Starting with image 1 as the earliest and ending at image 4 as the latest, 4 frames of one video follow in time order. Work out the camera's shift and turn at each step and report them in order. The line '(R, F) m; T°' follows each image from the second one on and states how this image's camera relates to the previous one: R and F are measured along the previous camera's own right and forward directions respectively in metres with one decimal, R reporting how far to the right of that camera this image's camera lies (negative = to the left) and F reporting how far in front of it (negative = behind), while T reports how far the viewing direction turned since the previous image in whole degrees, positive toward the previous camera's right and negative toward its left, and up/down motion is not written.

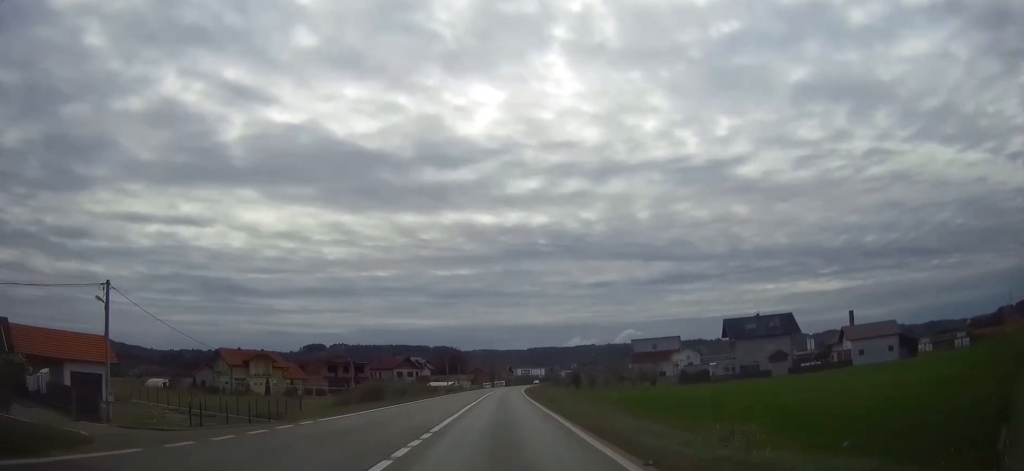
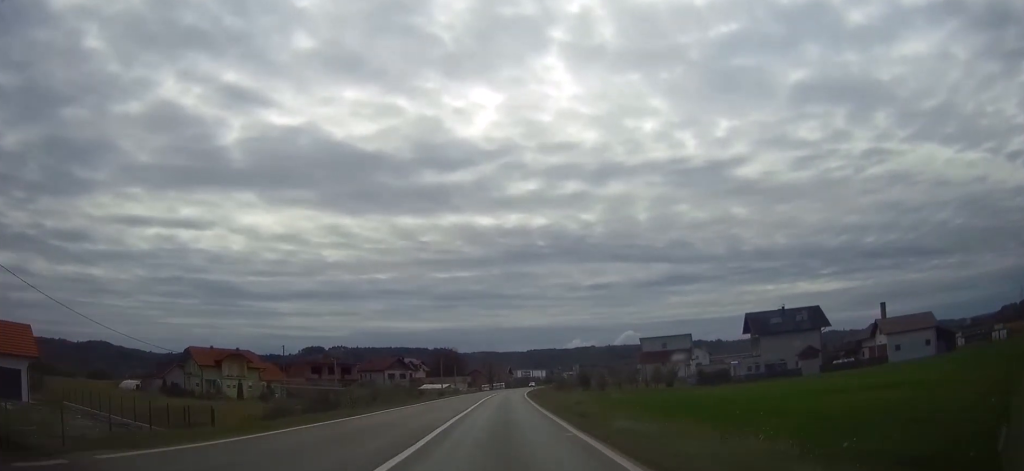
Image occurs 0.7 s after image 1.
(0.0, +11.9) m; 0°
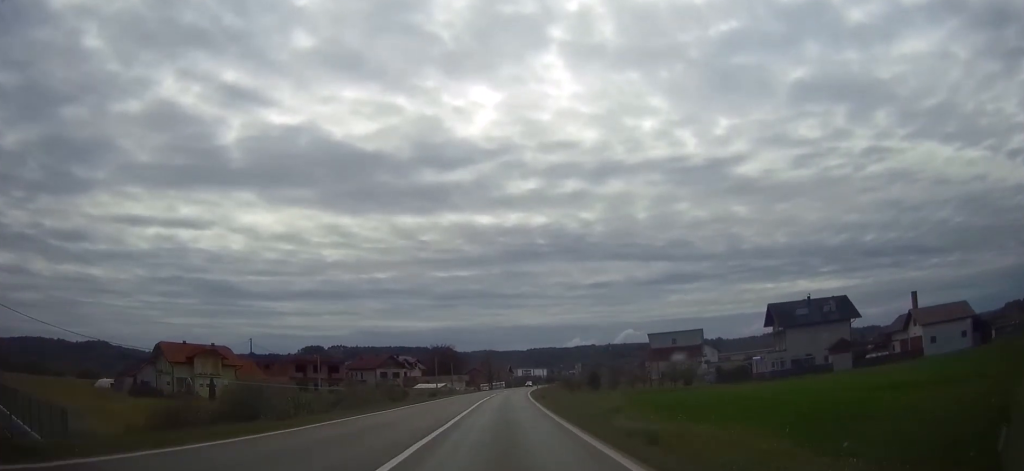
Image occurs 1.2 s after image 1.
(0.0, +9.5) m; 0°
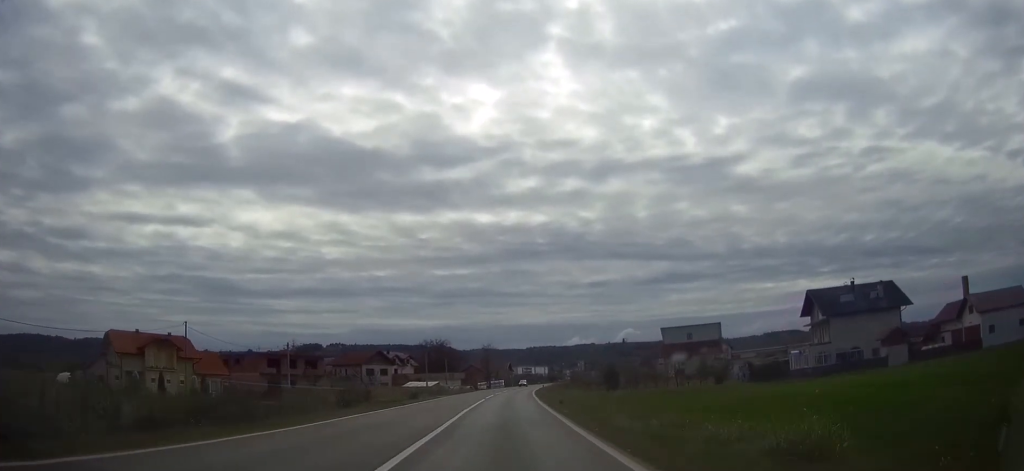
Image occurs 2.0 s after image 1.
(0.0, +14.2) m; 0°
